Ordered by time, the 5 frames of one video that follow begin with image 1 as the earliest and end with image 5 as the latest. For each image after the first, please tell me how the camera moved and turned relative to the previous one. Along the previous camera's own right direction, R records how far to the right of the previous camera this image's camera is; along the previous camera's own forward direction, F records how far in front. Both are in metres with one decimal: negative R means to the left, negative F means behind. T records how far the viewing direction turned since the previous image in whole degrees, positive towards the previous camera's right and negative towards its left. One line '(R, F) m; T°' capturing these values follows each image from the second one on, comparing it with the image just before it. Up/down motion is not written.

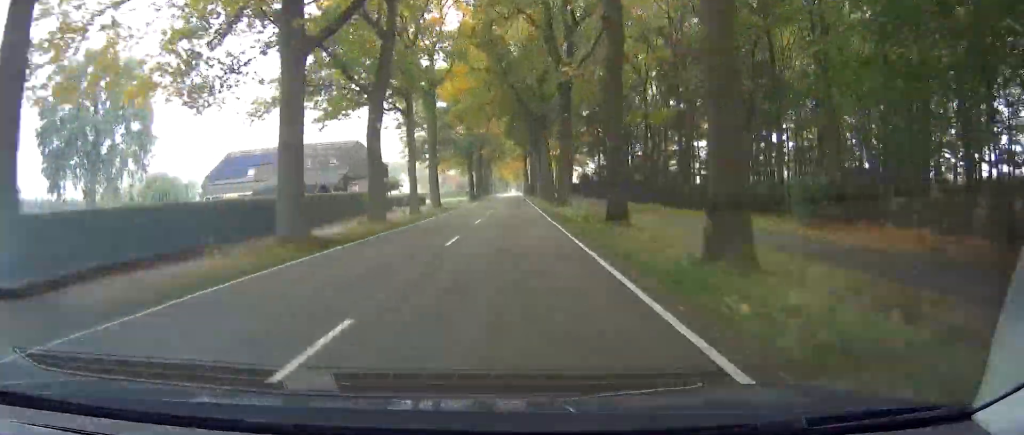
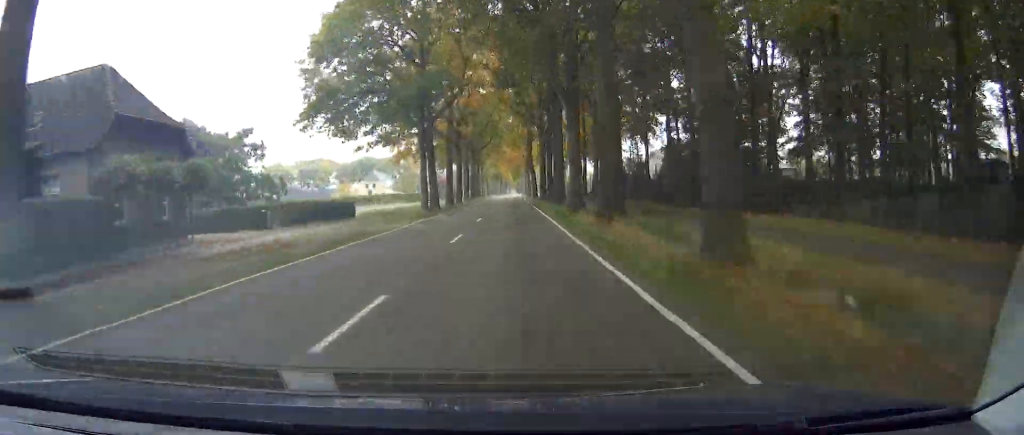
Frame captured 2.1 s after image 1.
(+0.7, +48.2) m; +1°
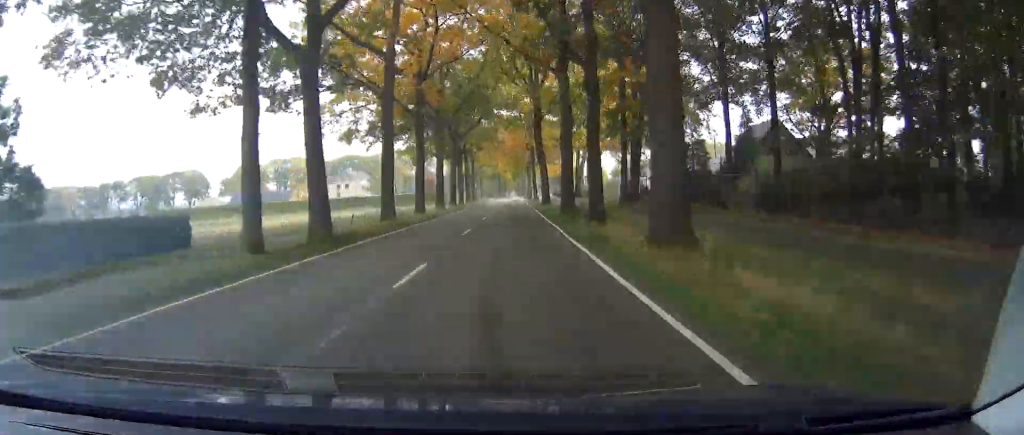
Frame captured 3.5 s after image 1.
(+0.3, +32.6) m; +1°
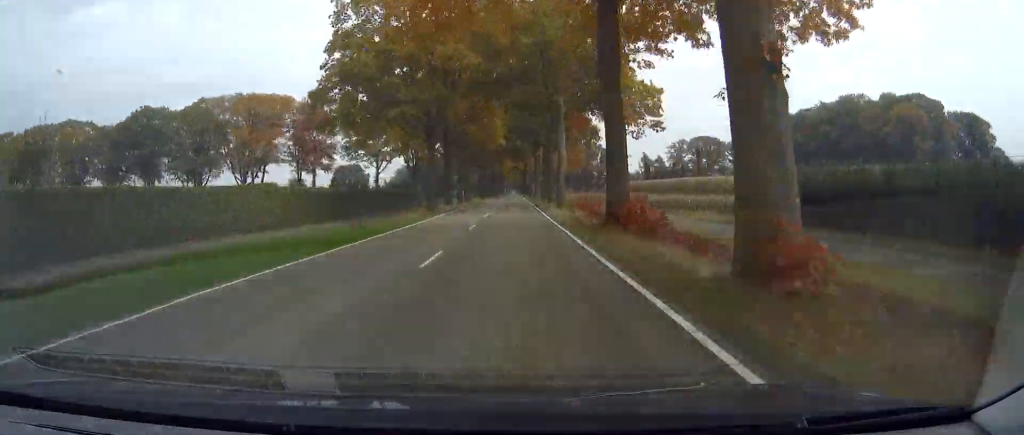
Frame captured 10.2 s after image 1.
(+3.7, +155.8) m; +2°
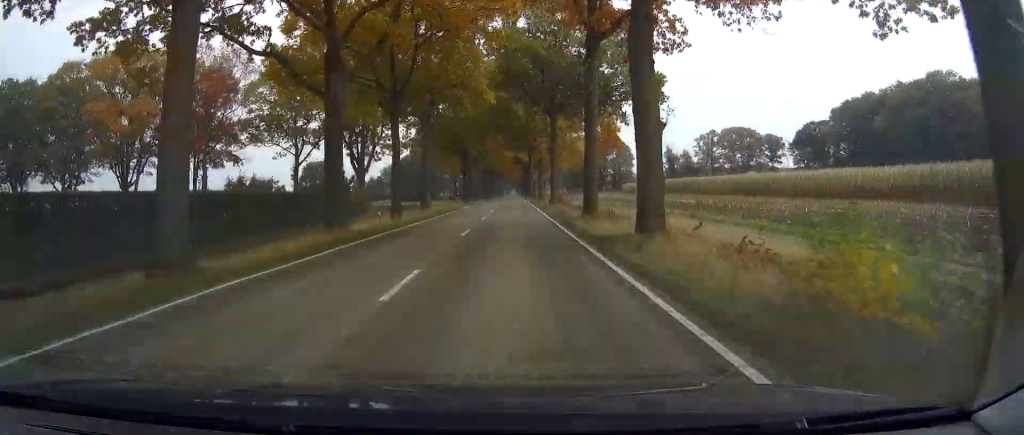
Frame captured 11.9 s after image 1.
(-0.1, +40.0) m; 0°
